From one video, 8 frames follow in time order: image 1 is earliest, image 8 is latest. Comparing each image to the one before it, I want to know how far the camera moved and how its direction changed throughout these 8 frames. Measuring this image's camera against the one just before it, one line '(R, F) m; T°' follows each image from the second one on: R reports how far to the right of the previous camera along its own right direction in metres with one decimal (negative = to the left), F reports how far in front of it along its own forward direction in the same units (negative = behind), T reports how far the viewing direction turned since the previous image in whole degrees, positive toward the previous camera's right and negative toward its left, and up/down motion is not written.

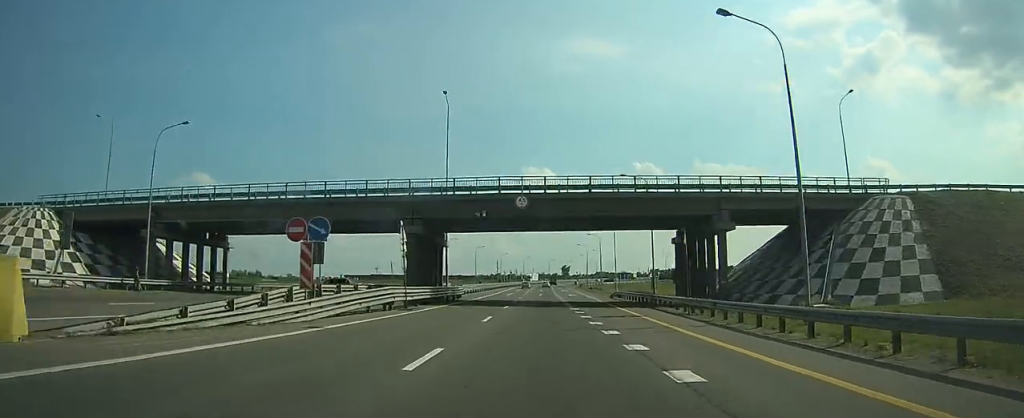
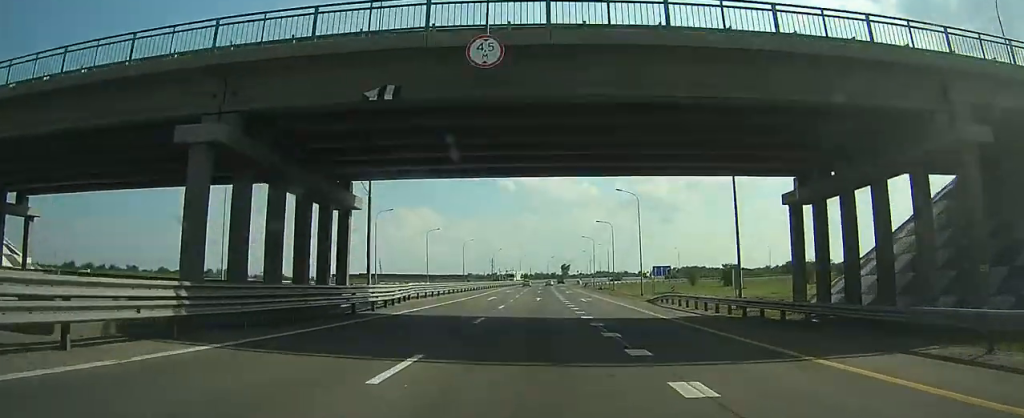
(+0.3, +25.5) m; +2°
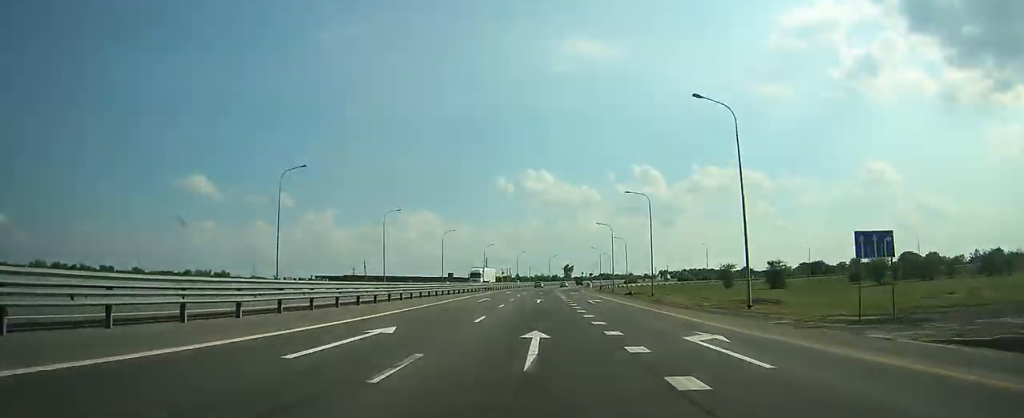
(+0.7, +35.6) m; +1°
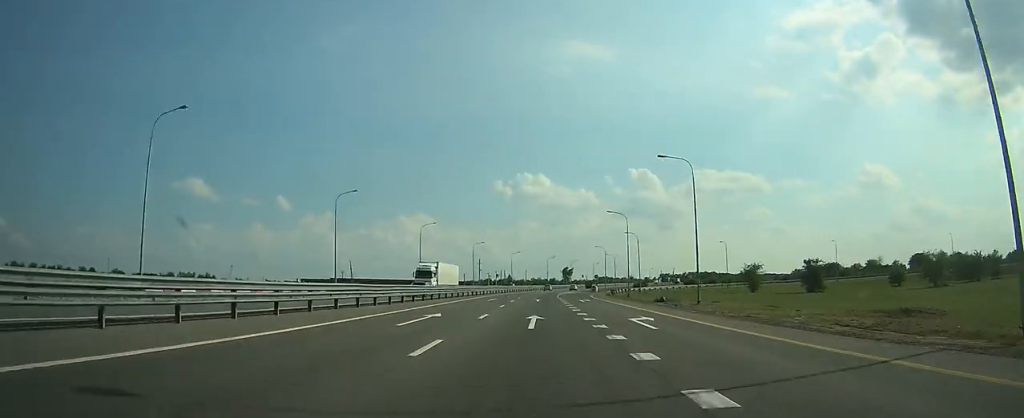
(0.0, +21.0) m; 0°
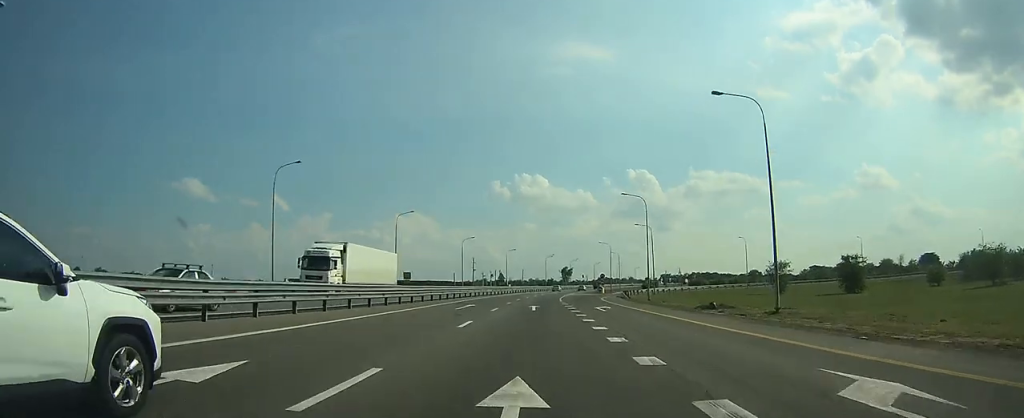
(0.0, +16.7) m; 0°
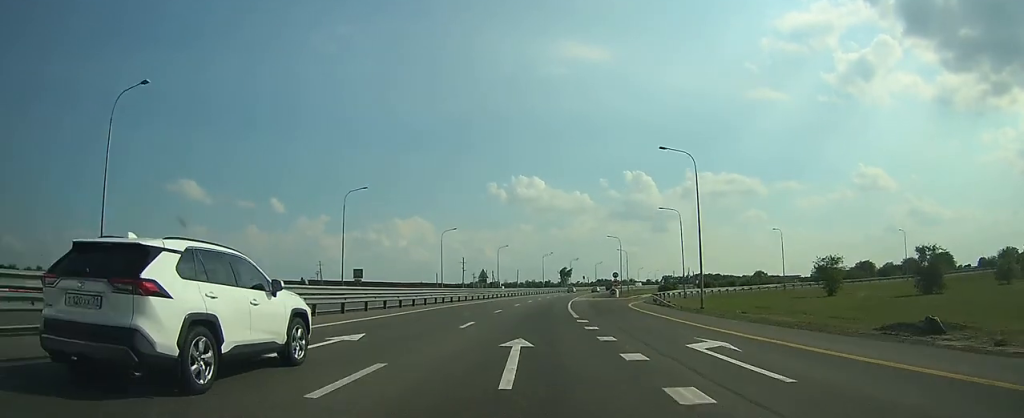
(0.0, +23.2) m; 0°
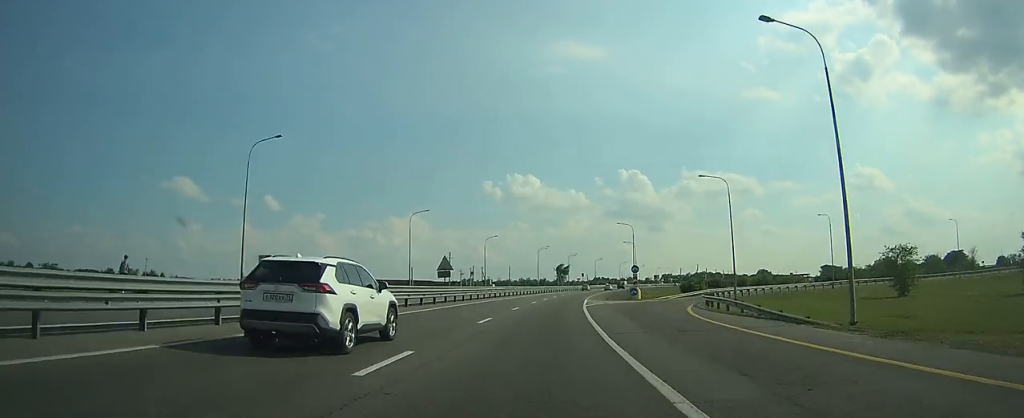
(+0.1, +22.5) m; 0°
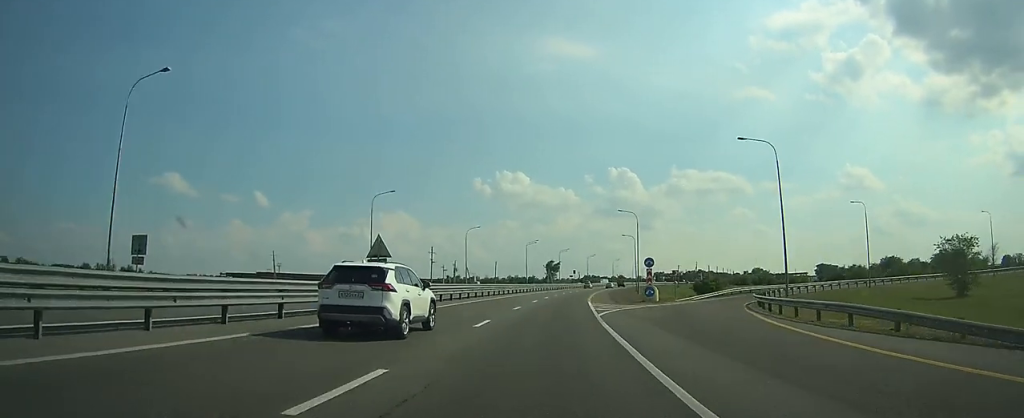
(0.0, +14.6) m; 0°
